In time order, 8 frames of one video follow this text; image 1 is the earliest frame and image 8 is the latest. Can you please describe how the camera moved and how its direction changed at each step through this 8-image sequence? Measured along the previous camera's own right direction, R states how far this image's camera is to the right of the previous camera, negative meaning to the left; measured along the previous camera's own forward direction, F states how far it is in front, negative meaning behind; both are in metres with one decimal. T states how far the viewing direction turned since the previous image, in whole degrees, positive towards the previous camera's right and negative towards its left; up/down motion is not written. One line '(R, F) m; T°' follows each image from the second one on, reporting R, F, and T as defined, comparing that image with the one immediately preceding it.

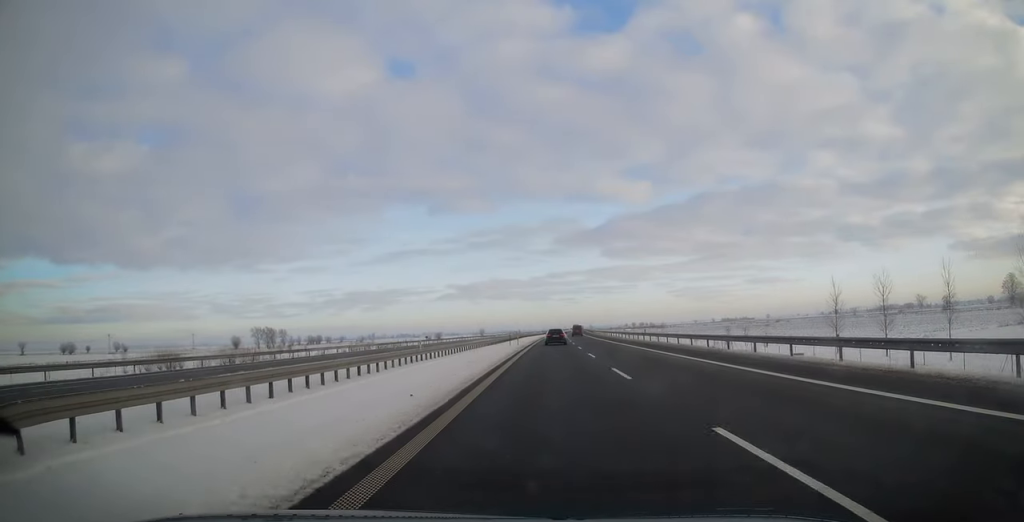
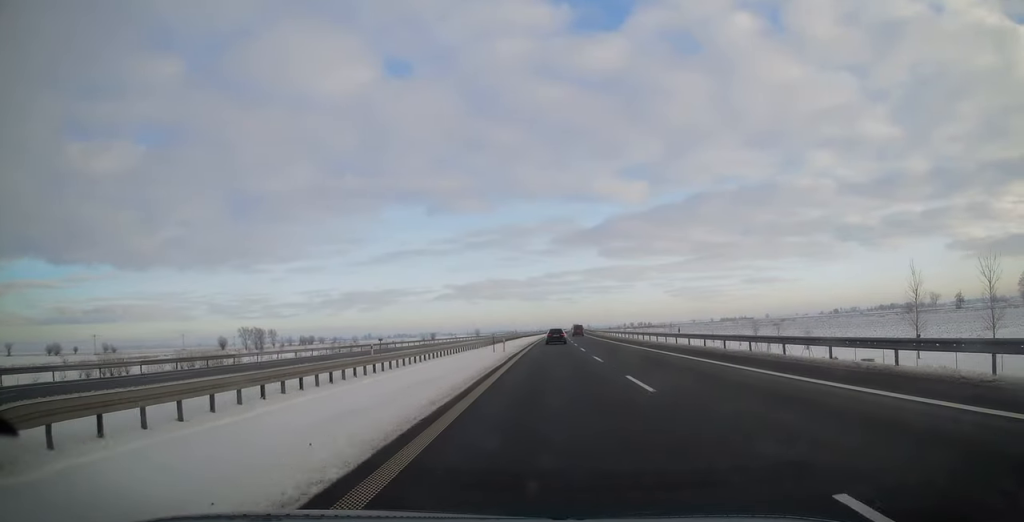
(-0.2, +15.2) m; 0°
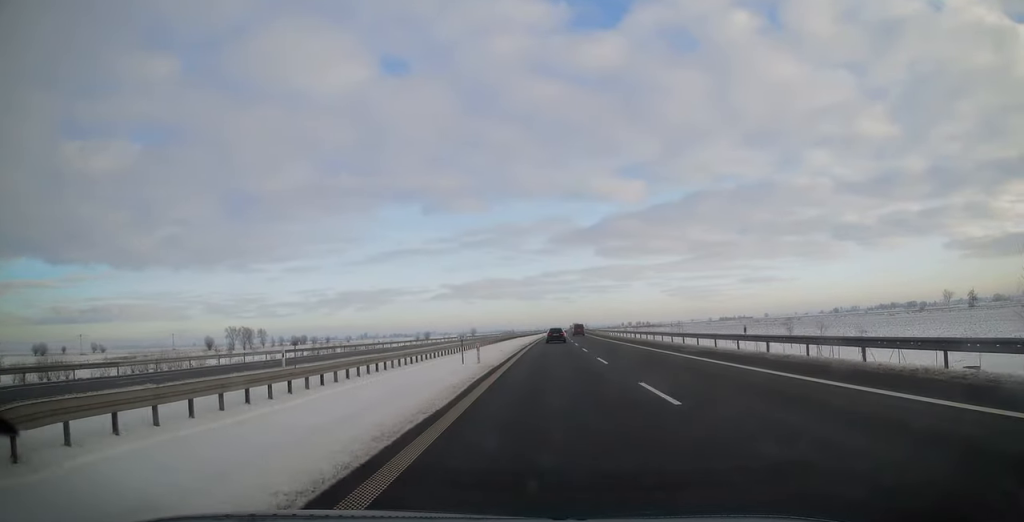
(+0.3, +14.3) m; +1°
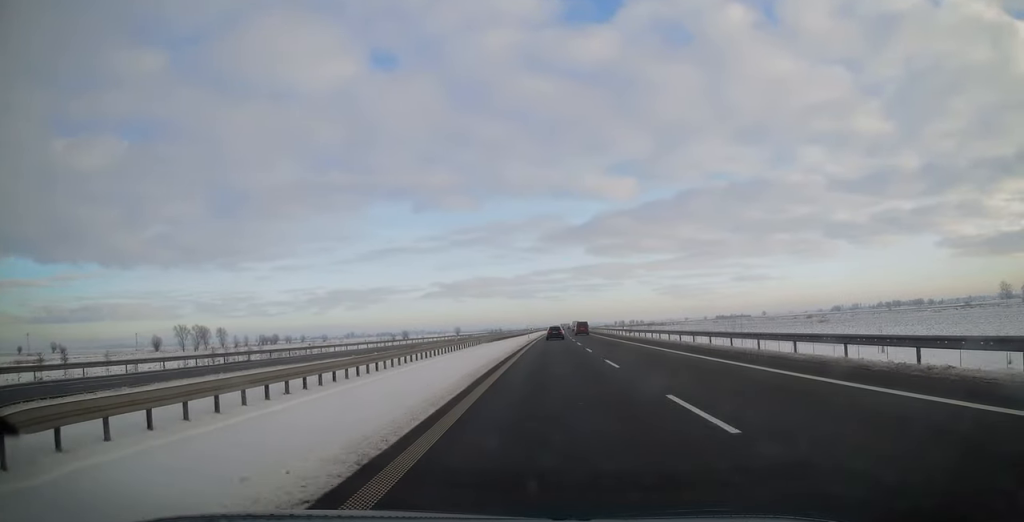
(+0.6, +50.8) m; +1°
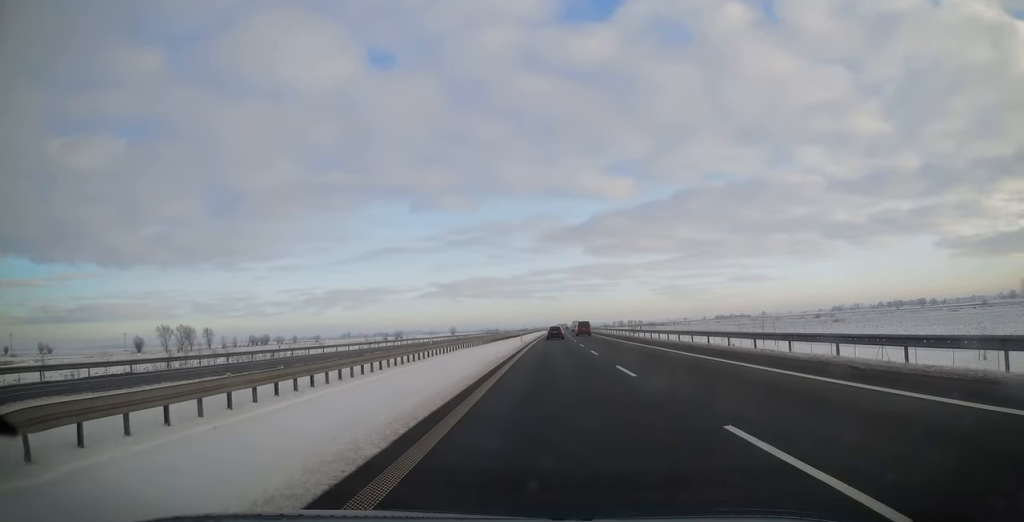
(0.0, +15.4) m; 0°
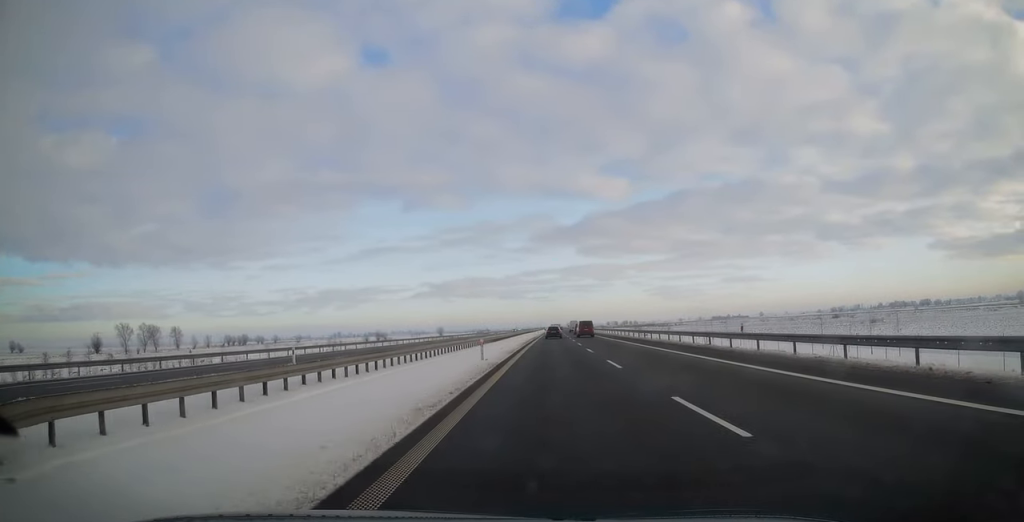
(+0.1, +32.5) m; 0°
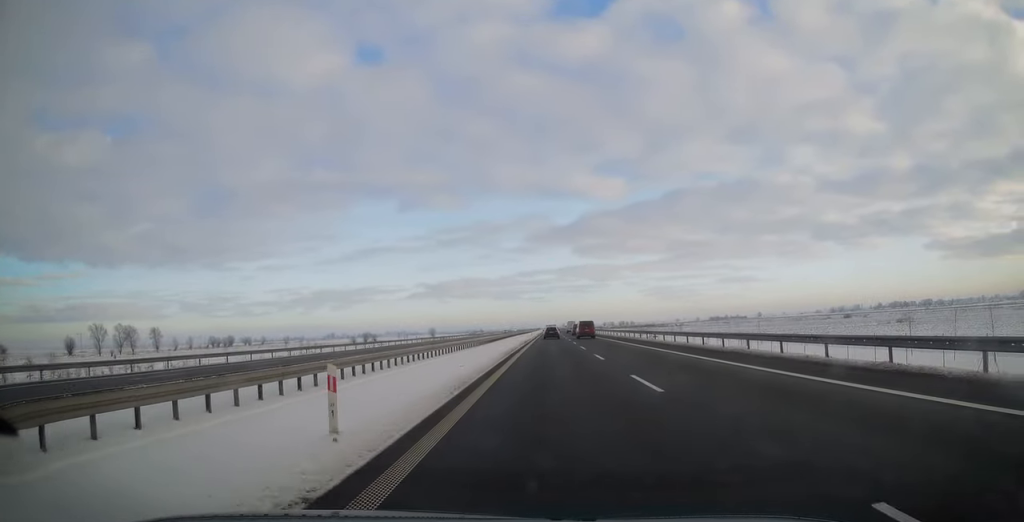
(-0.1, +18.8) m; 0°
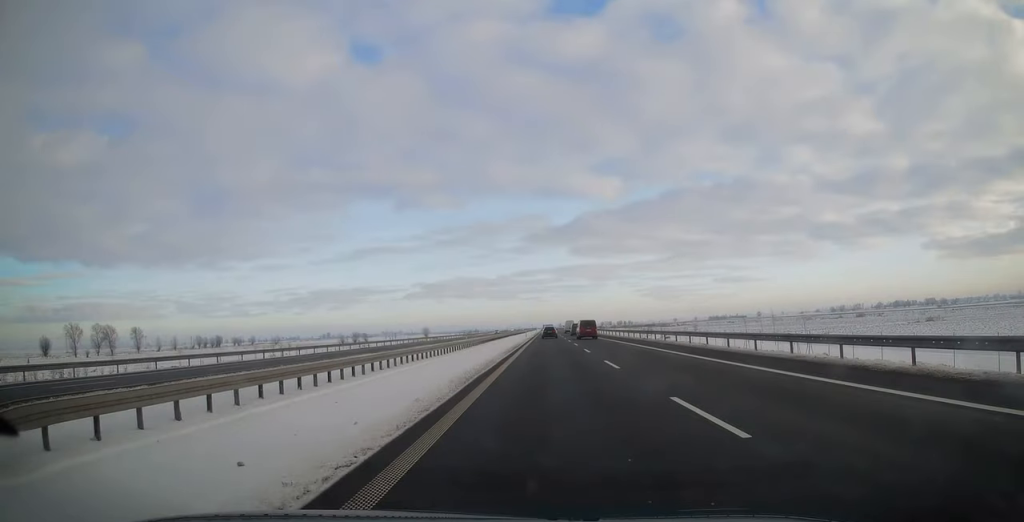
(+0.1, +17.1) m; 0°
